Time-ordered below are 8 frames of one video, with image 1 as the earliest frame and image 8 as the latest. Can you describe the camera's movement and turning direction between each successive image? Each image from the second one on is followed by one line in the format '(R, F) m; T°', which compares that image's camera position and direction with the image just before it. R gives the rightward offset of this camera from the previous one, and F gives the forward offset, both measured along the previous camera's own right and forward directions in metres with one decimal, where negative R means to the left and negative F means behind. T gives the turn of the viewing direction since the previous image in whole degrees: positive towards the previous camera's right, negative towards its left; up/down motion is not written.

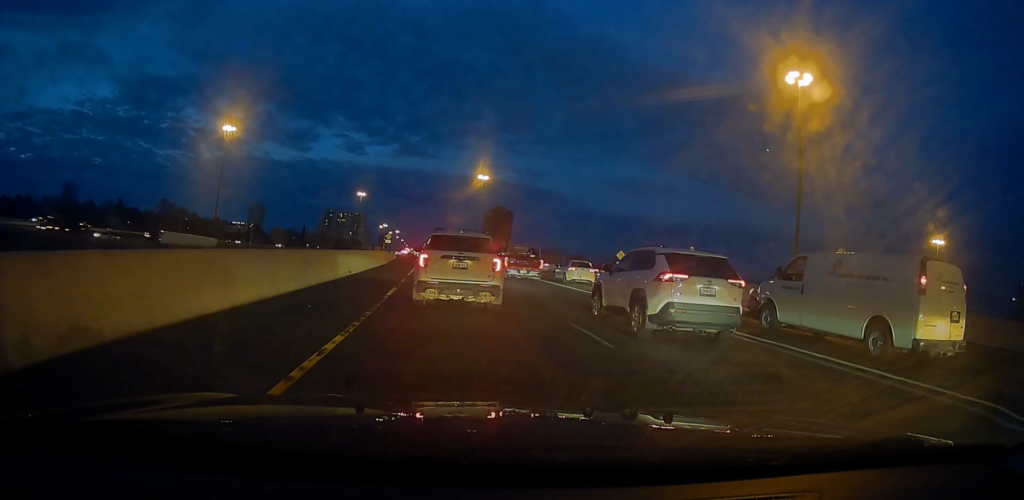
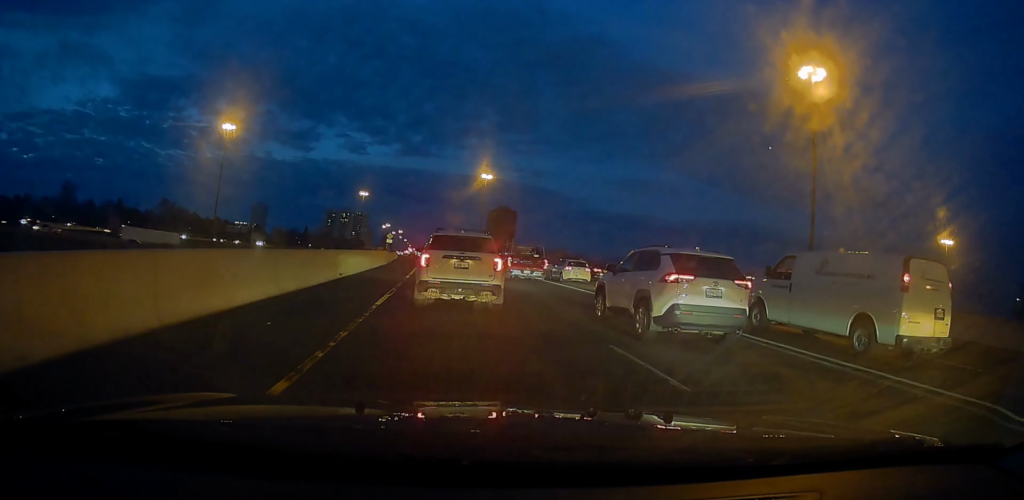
(-0.1, +2.7) m; +3°
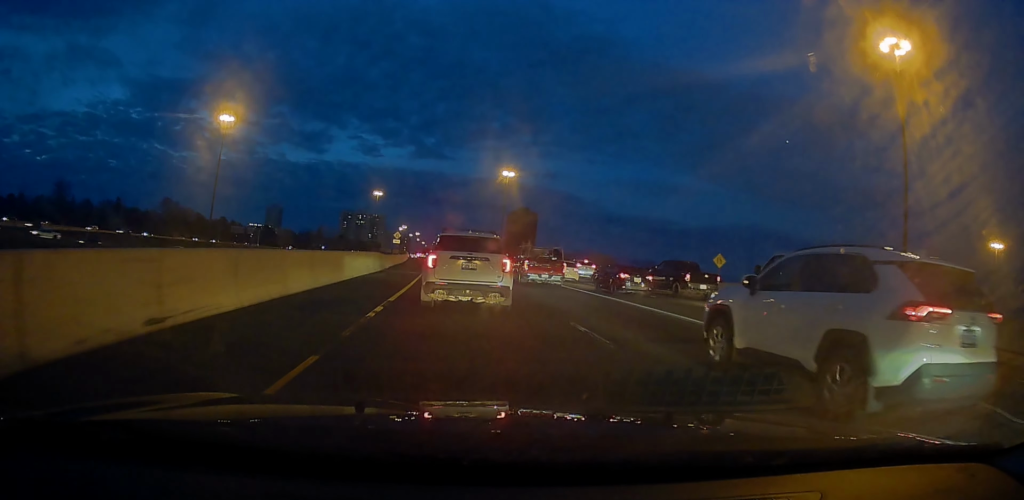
(+0.3, +14.0) m; 0°
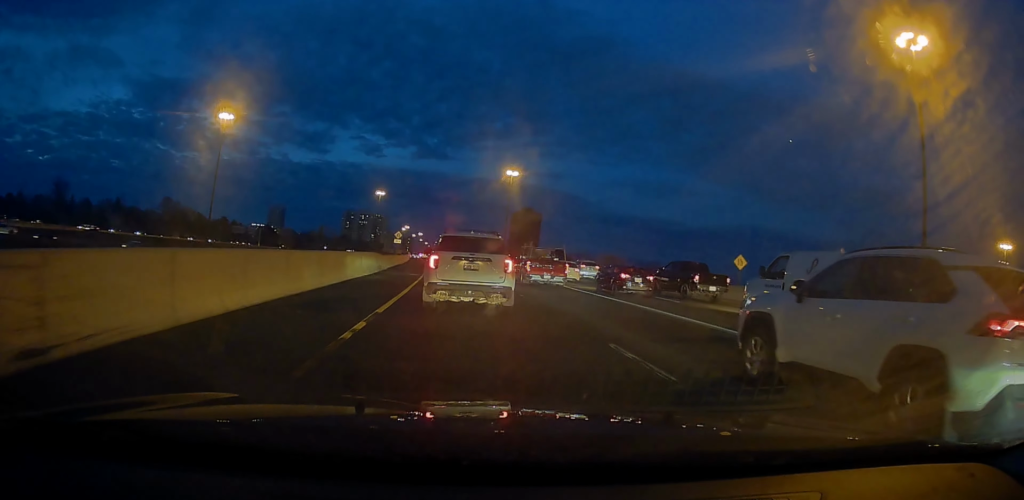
(0.0, +2.5) m; 0°
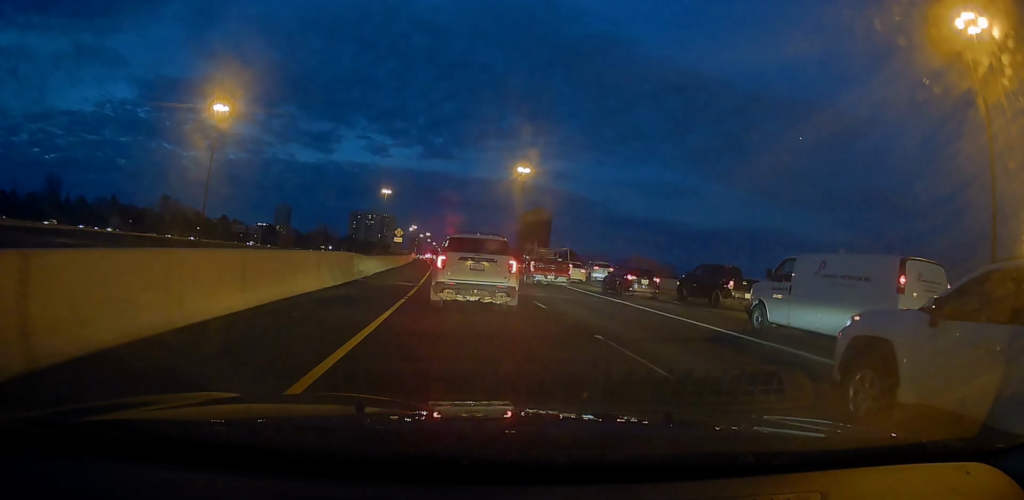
(-0.4, +9.4) m; -5°
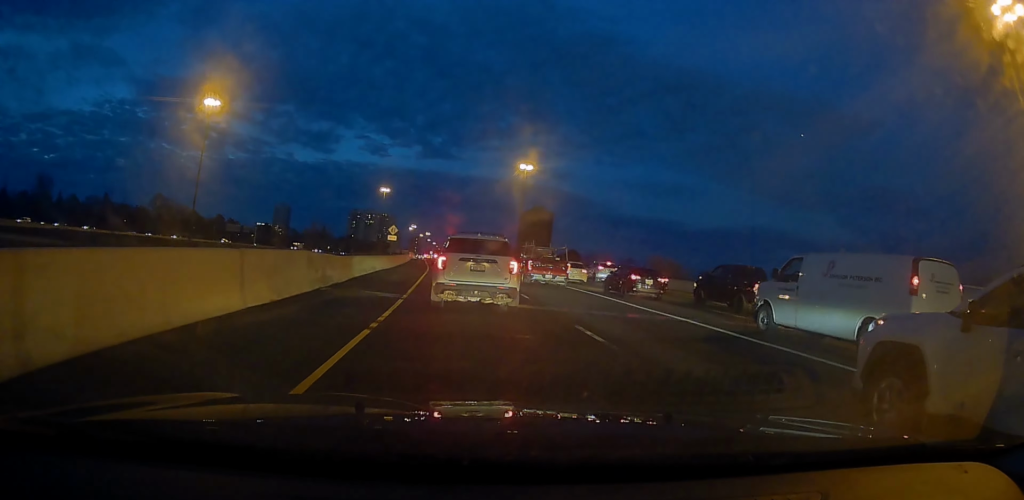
(-0.1, +5.9) m; -1°
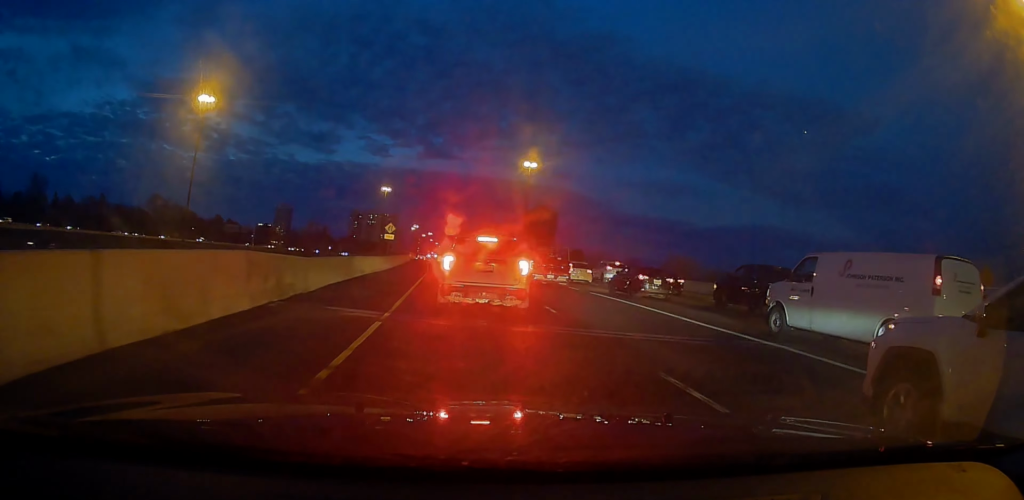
(+0.1, +4.5) m; -1°
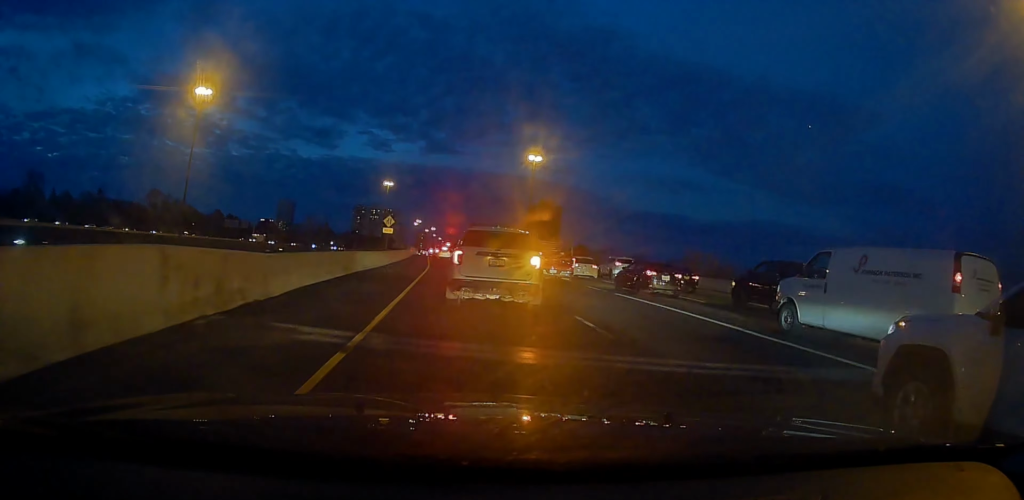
(-0.2, +3.5) m; 0°
